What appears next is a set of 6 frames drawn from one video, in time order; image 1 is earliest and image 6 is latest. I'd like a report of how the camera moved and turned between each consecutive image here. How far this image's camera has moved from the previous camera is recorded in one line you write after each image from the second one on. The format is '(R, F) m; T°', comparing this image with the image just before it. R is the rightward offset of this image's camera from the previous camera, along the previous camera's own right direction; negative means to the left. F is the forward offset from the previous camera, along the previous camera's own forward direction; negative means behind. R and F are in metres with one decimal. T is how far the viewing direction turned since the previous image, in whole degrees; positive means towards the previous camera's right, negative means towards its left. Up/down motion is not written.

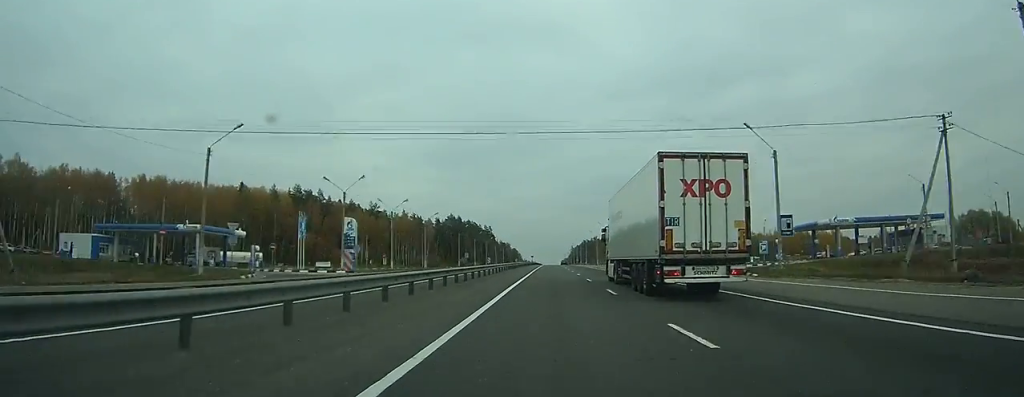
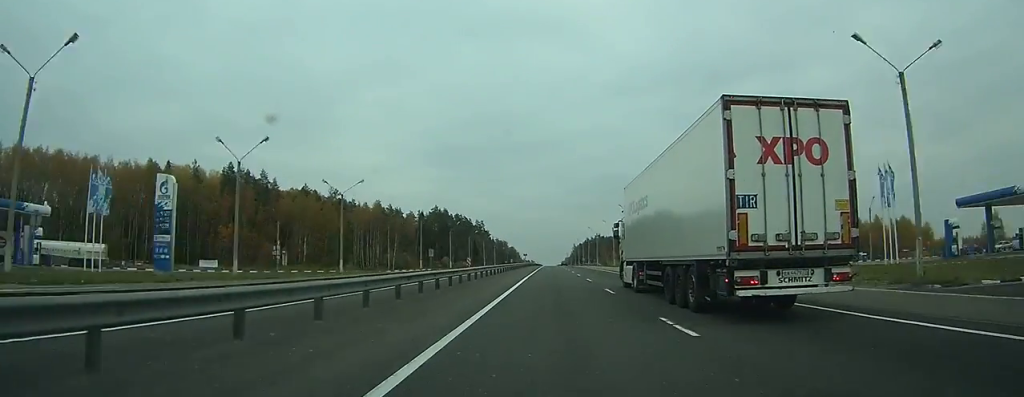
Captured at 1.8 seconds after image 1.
(+0.1, +47.4) m; 0°
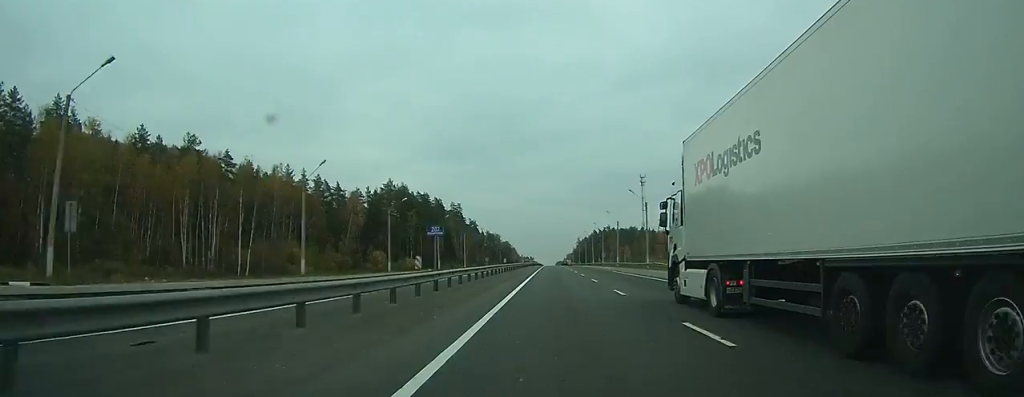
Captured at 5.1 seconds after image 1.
(0.0, +89.1) m; 0°
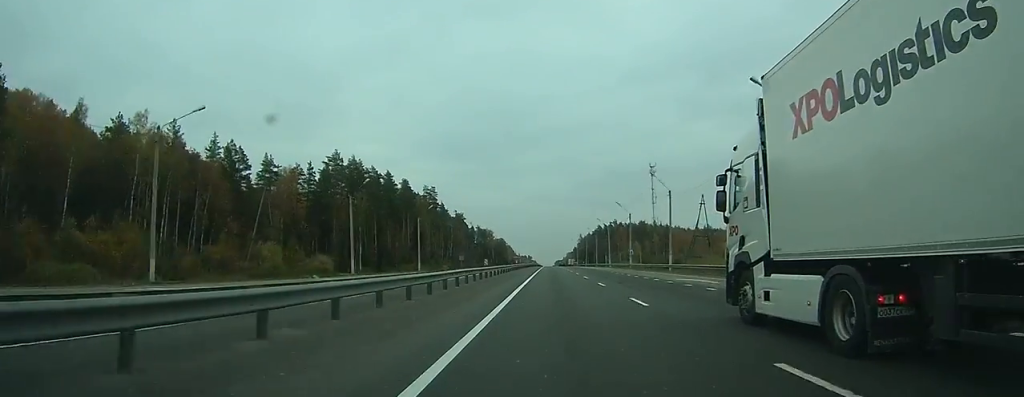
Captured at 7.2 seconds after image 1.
(-0.2, +56.0) m; 0°
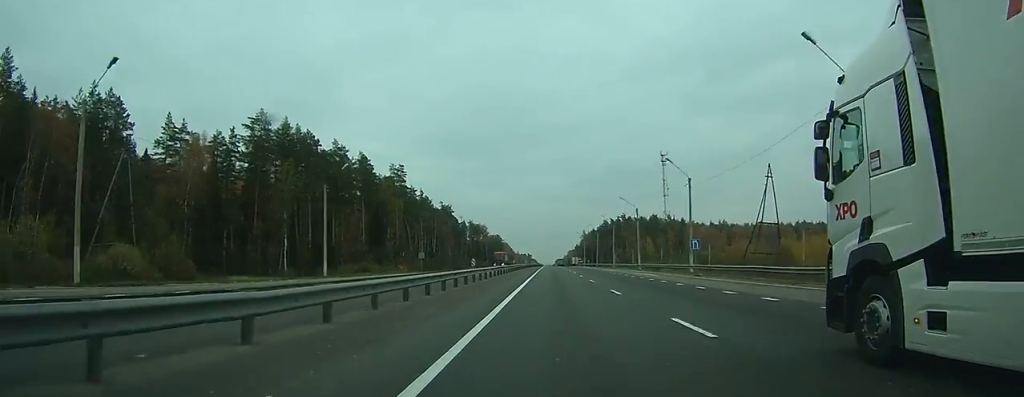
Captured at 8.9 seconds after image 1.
(-0.1, +43.3) m; 0°
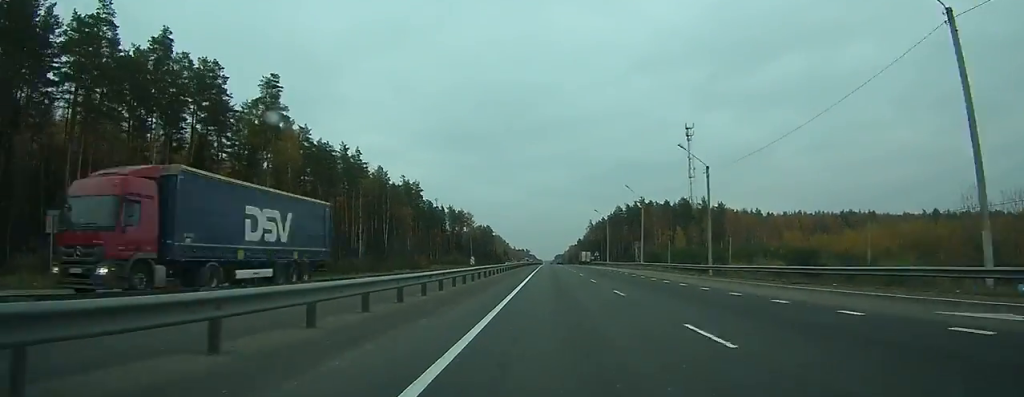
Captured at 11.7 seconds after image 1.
(+0.5, +72.5) m; +1°
